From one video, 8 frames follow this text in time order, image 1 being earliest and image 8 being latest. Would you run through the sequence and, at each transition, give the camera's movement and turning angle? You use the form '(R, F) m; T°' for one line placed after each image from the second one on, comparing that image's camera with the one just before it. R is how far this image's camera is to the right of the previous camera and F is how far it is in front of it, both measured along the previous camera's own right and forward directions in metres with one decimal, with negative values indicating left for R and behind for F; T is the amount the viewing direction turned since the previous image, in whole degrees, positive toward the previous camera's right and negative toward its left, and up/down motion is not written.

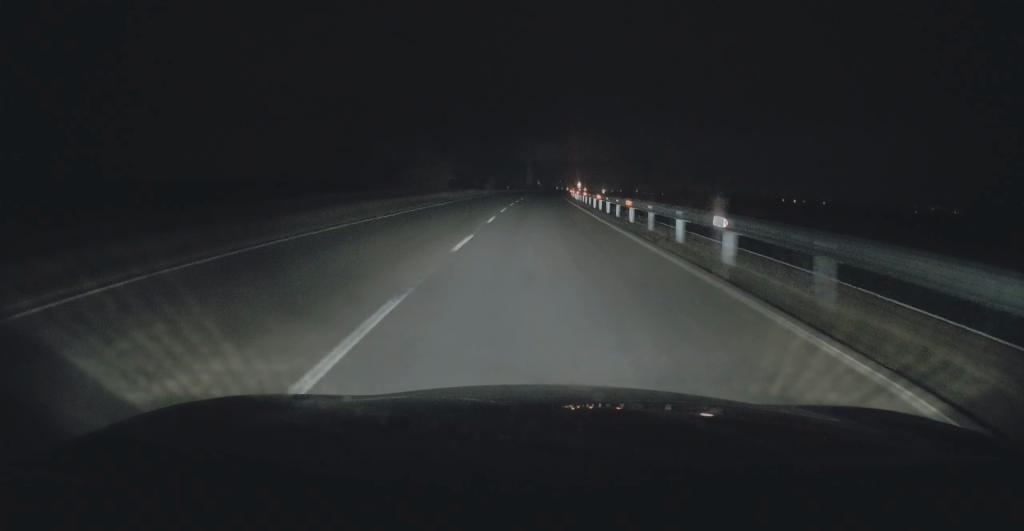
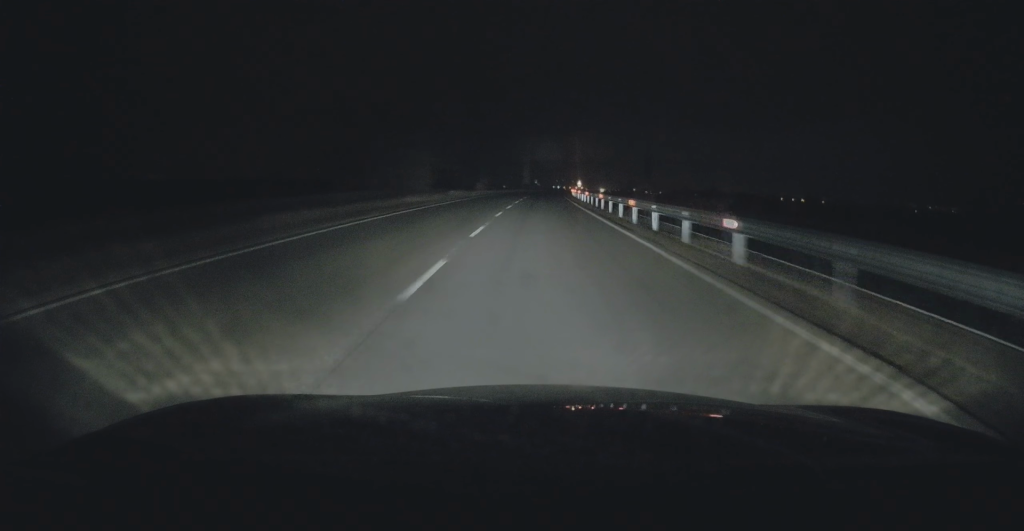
(+0.1, +12.5) m; 0°
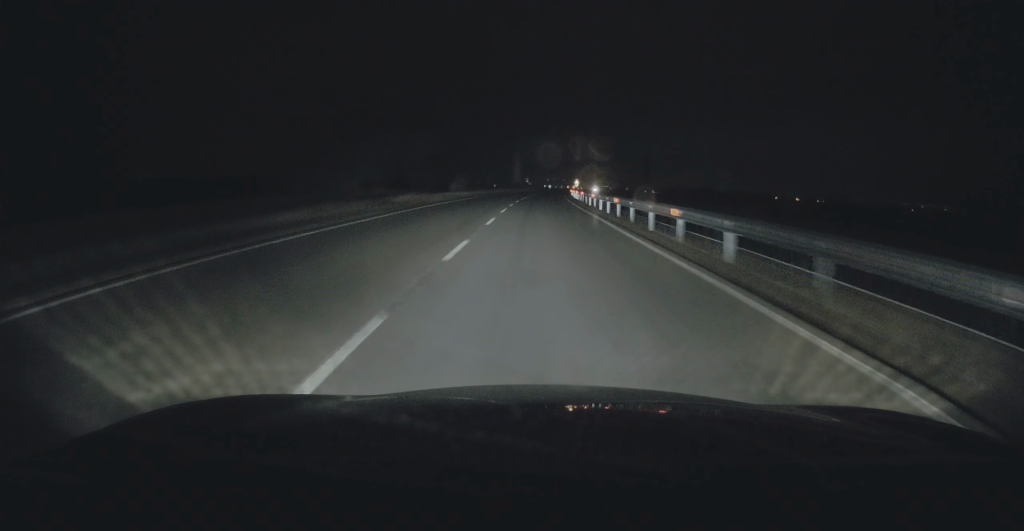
(+0.1, +19.6) m; +1°
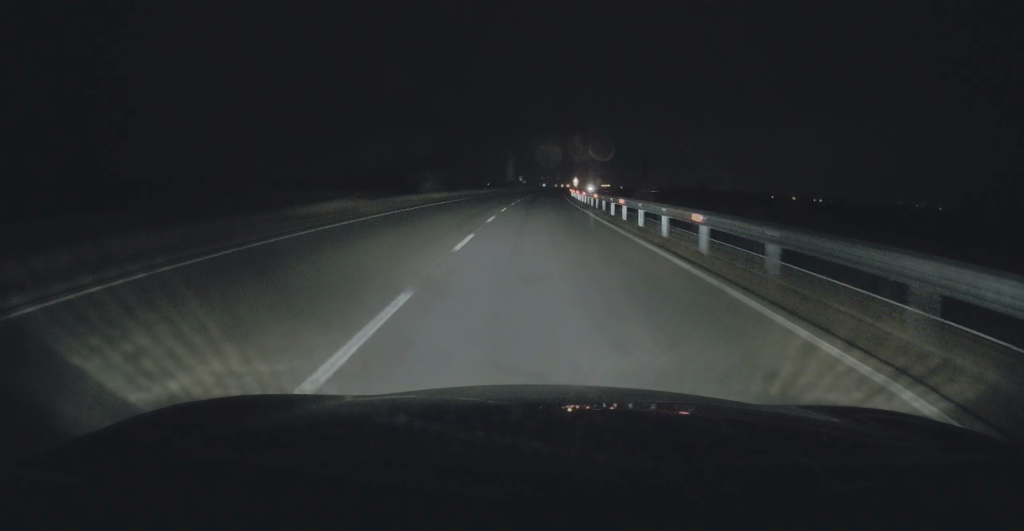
(-0.1, +14.3) m; +1°
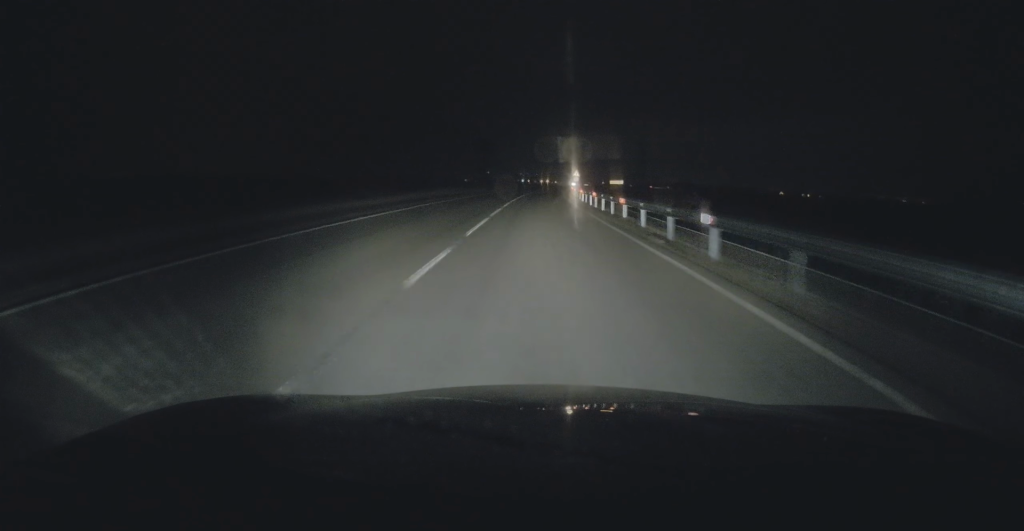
(+1.1, +49.3) m; +2°
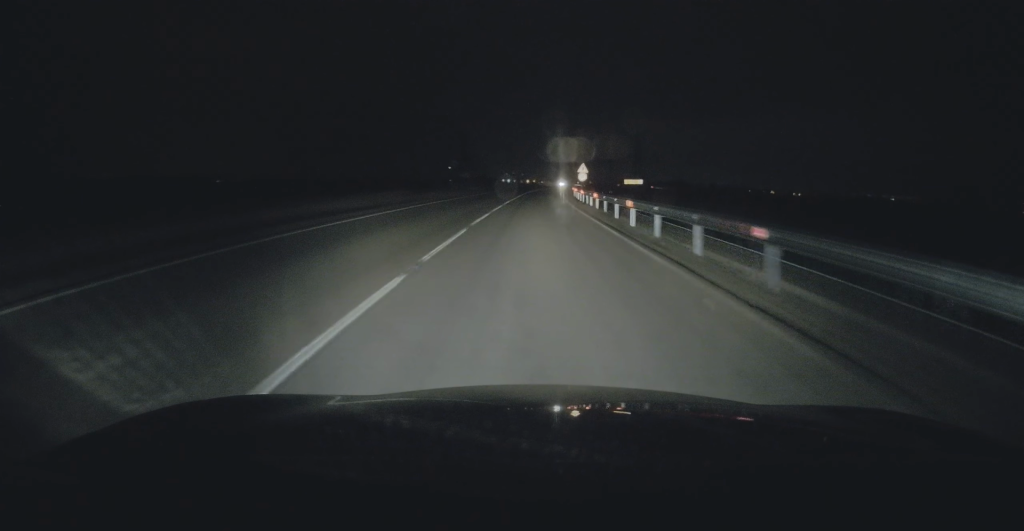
(+0.2, +27.7) m; +1°
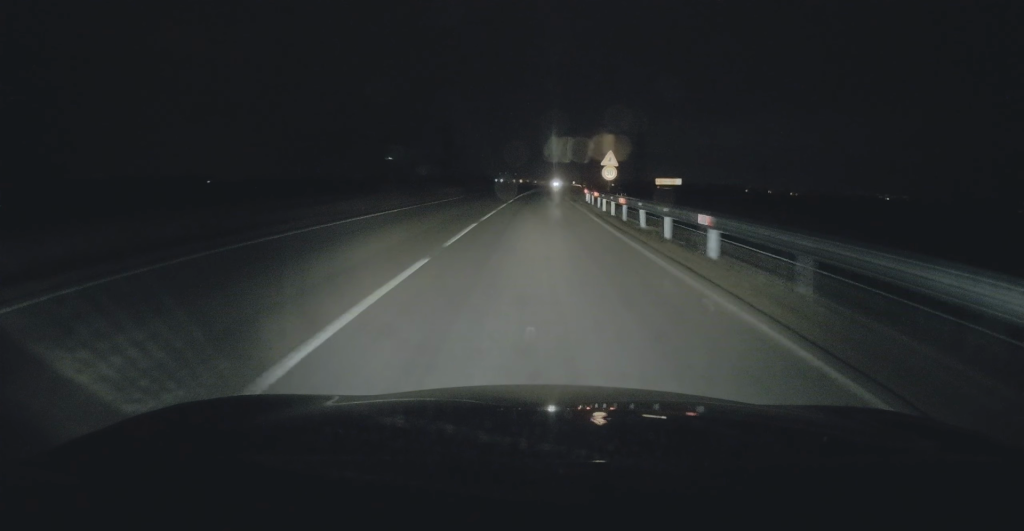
(+0.3, +21.3) m; +1°
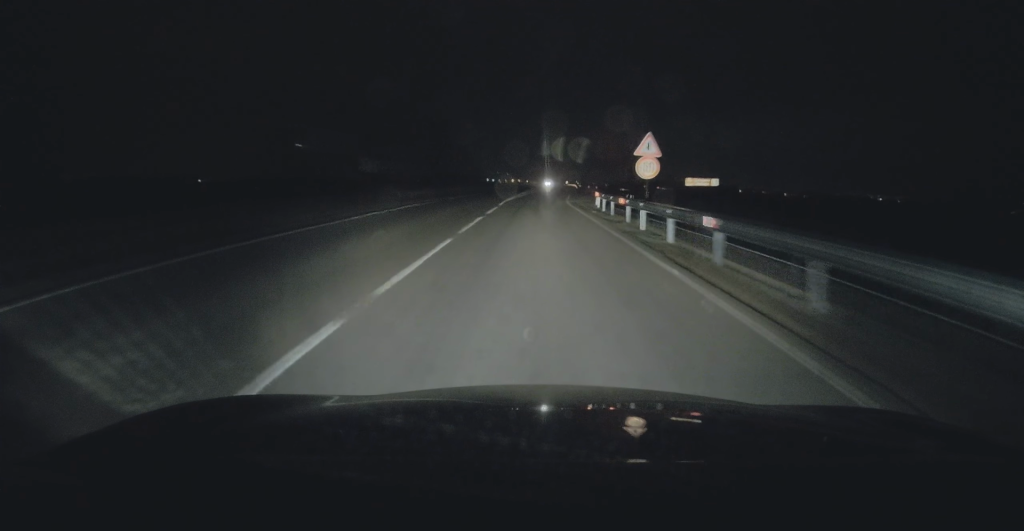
(+0.1, +12.4) m; +1°
